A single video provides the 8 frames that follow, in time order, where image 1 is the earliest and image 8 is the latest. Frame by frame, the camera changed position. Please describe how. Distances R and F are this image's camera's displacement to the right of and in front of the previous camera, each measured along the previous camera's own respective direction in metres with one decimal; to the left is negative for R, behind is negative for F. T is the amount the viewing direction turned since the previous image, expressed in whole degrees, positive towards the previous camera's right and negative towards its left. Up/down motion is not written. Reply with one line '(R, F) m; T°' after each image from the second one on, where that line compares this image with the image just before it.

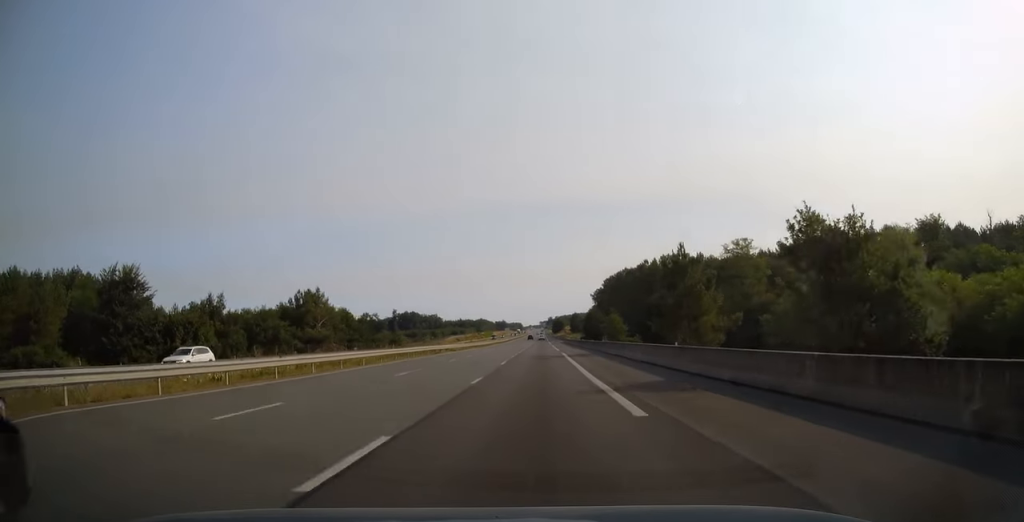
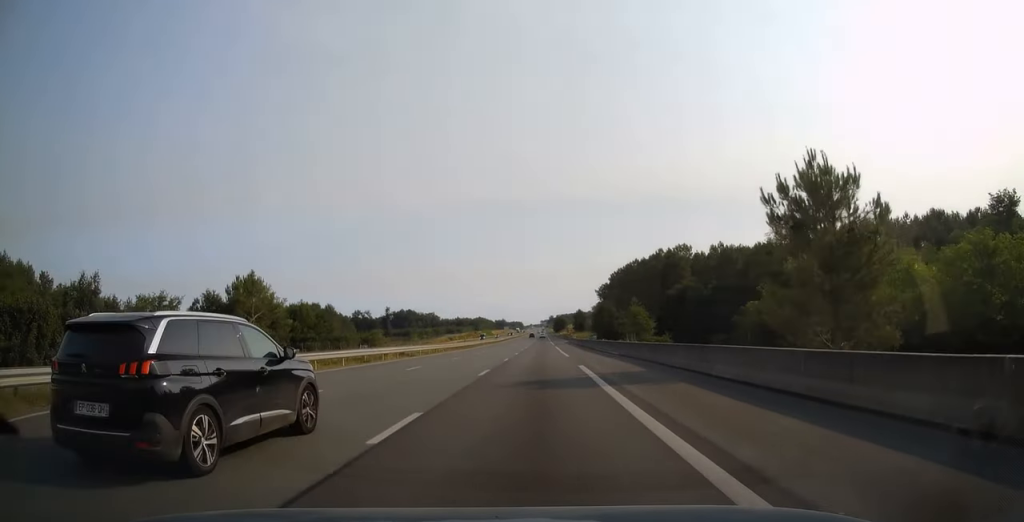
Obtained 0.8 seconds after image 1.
(-0.1, +23.6) m; 0°
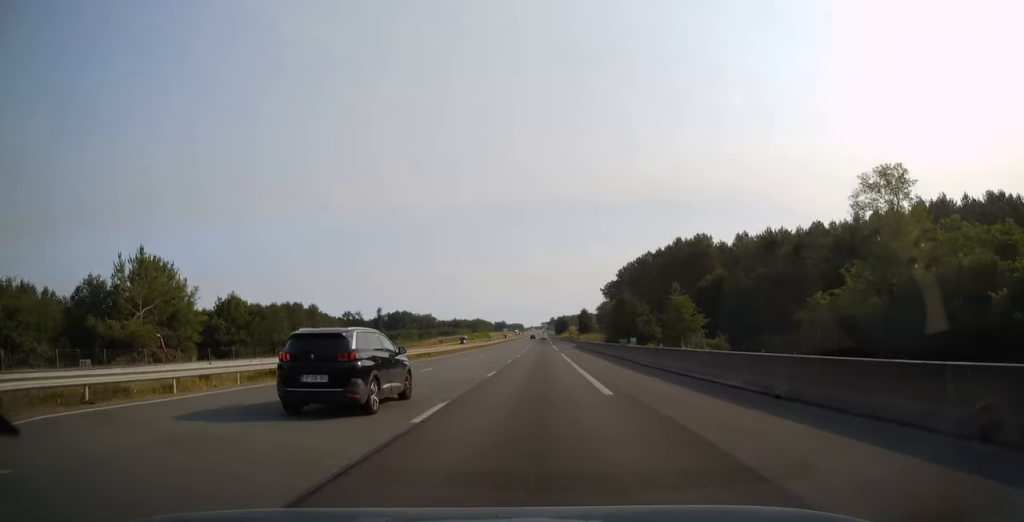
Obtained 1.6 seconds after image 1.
(-0.1, +23.6) m; 0°
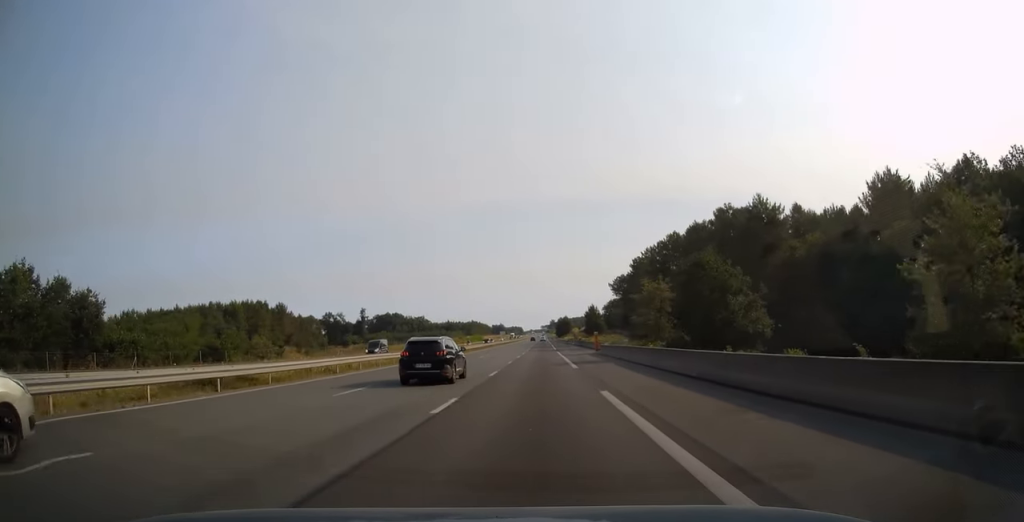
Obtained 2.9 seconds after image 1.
(0.0, +37.5) m; 0°
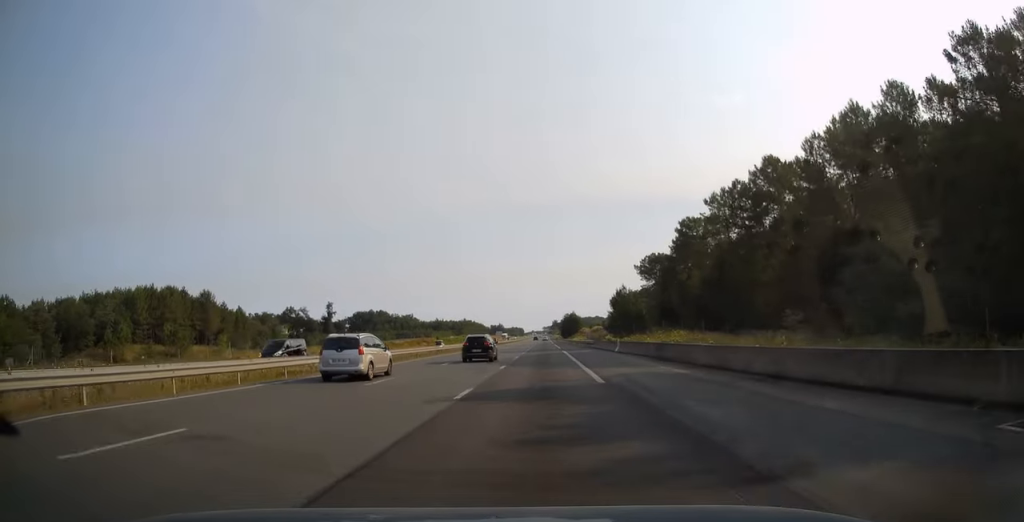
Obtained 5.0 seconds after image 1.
(0.0, +63.1) m; 0°
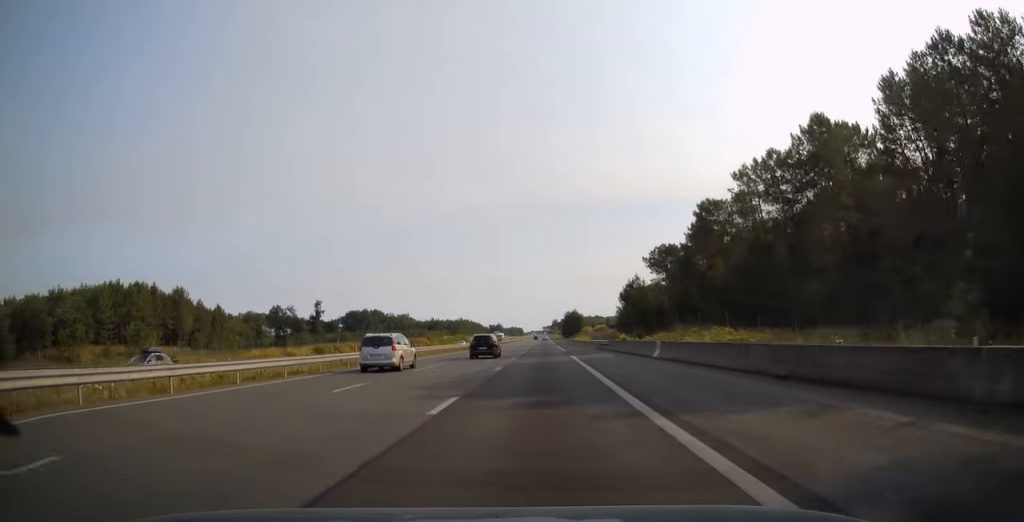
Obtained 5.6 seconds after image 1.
(0.0, +16.2) m; 0°
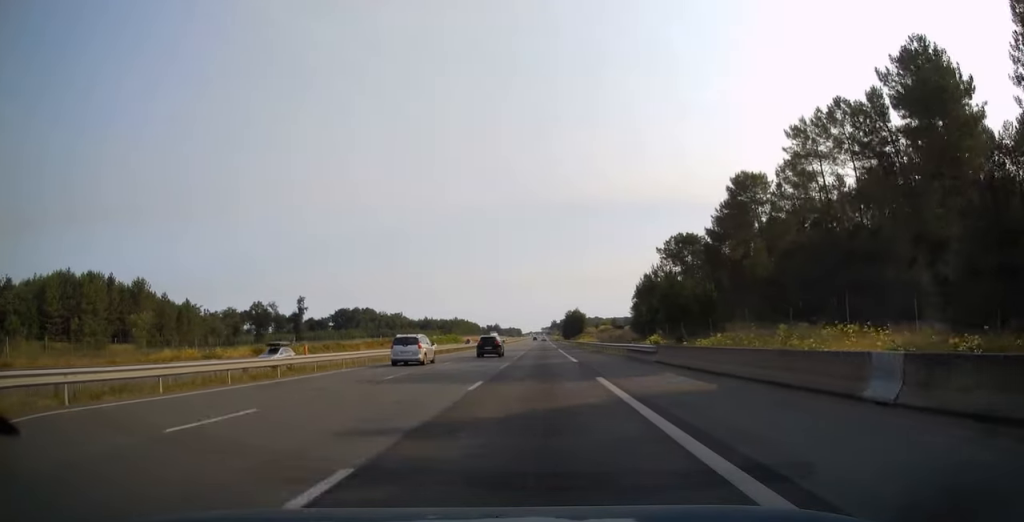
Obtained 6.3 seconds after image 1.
(0.0, +20.6) m; 0°
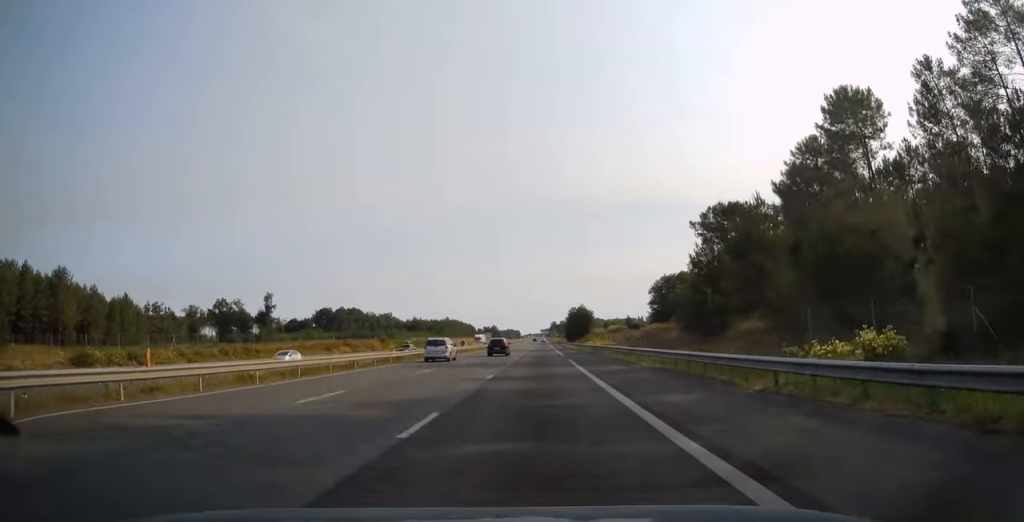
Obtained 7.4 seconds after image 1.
(+0.1, +33.7) m; 0°
